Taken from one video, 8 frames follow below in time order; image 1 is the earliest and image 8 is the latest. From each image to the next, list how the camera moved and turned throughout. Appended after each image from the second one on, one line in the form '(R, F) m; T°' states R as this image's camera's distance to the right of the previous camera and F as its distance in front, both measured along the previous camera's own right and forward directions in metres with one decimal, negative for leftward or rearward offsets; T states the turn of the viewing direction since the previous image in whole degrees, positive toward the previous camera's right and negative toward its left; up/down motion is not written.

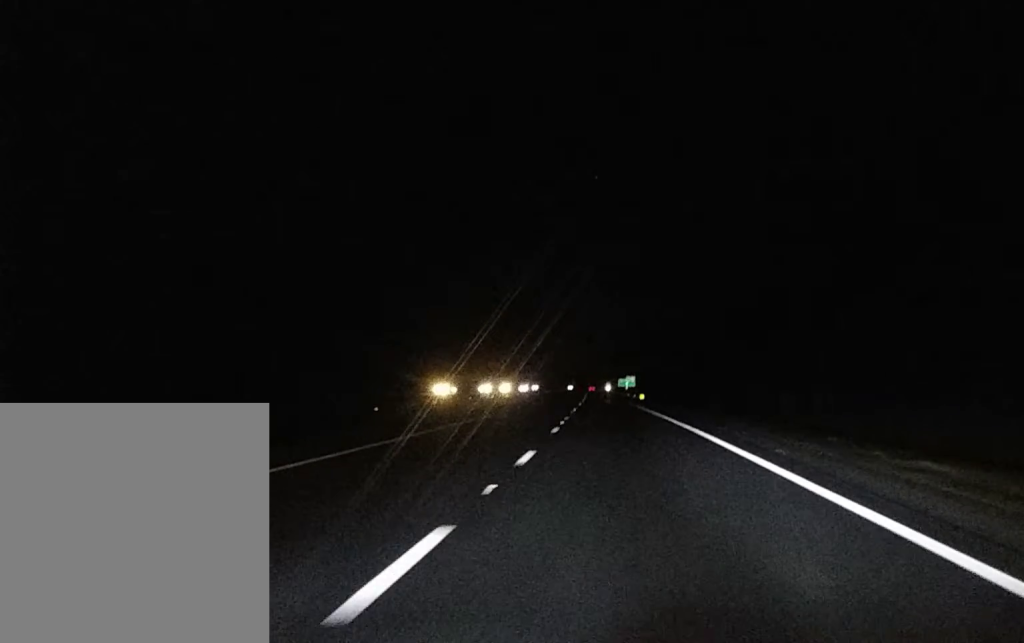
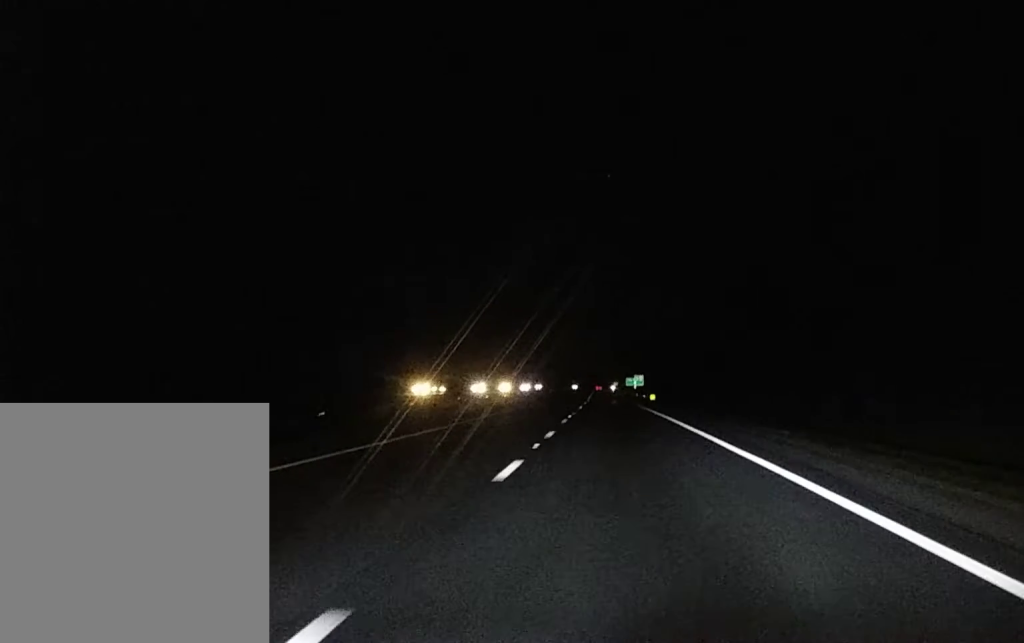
(-0.1, +13.3) m; 0°
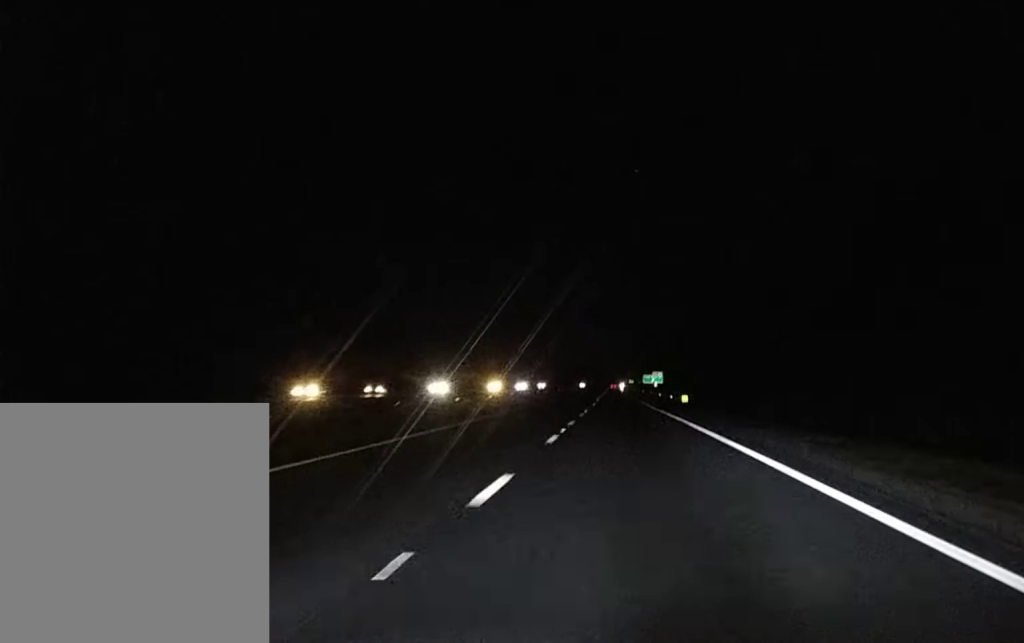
(-0.1, +34.6) m; 0°
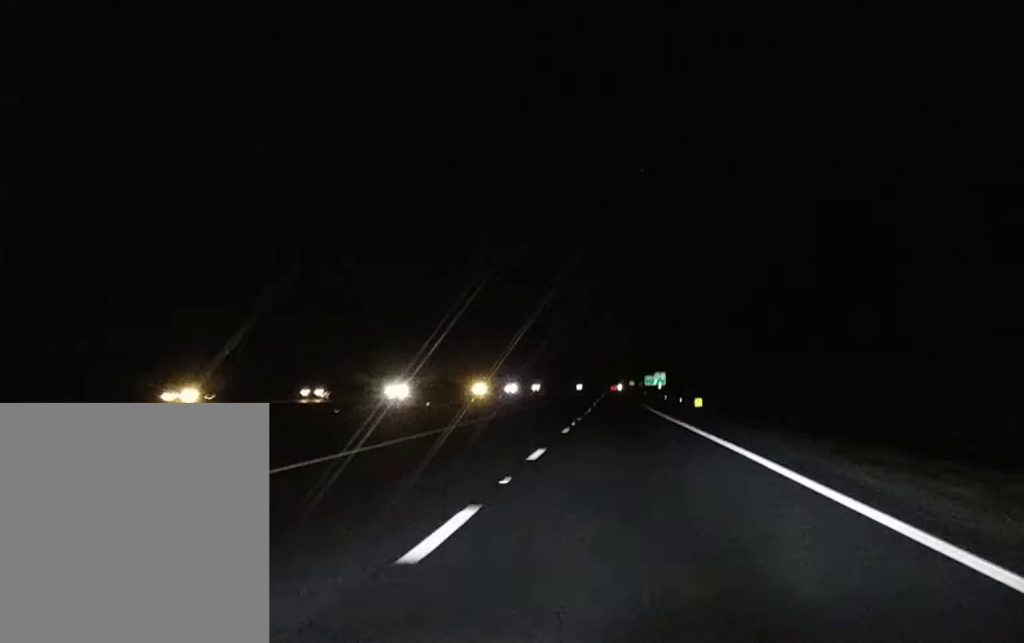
(0.0, +15.2) m; 0°
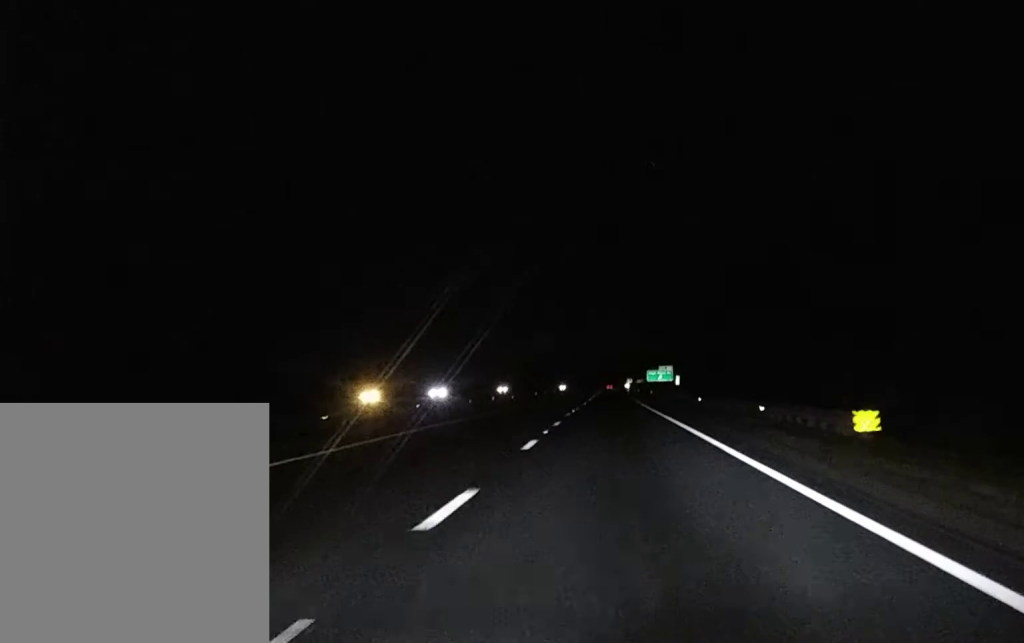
(+0.3, +60.0) m; 0°
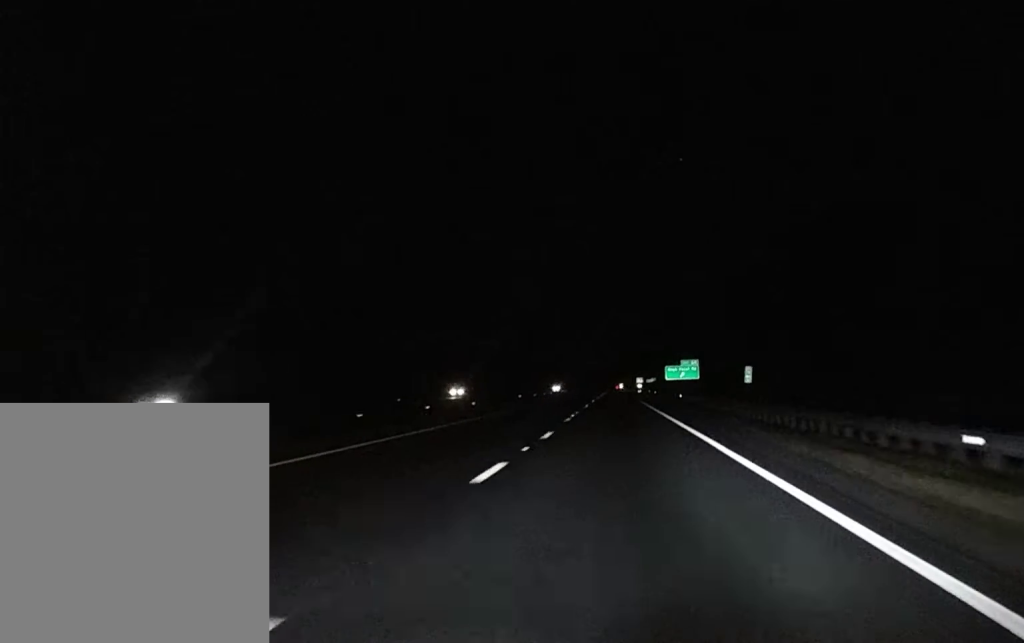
(-0.1, +60.7) m; 0°
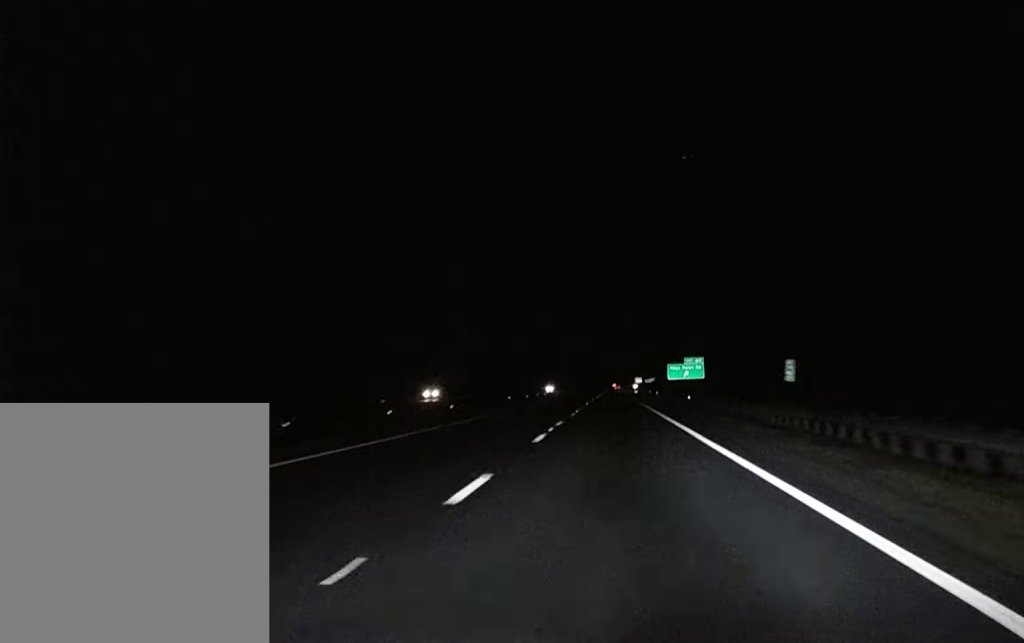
(0.0, +15.4) m; 0°
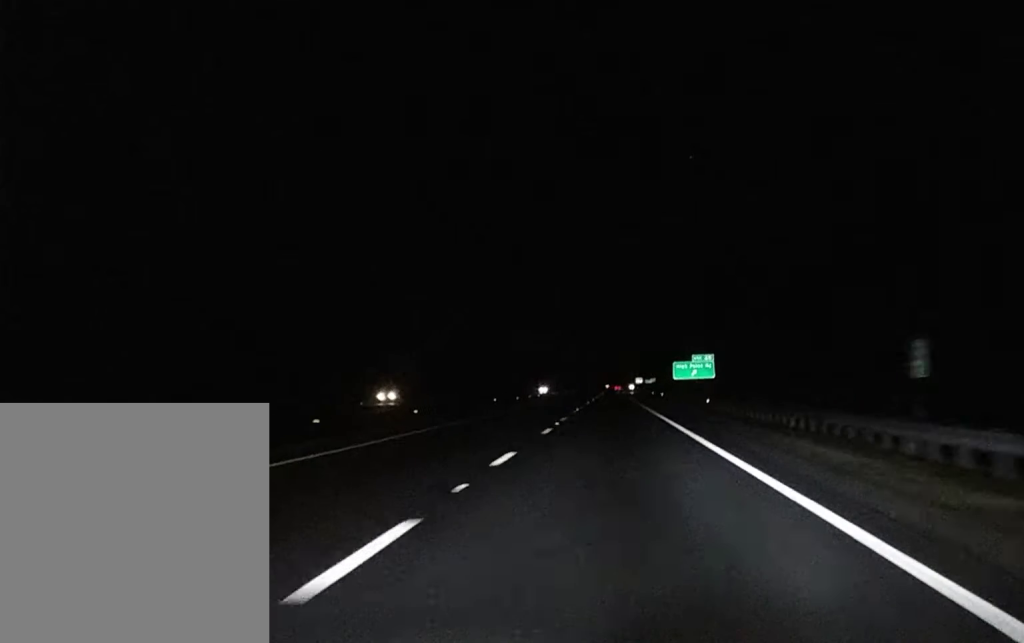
(0.0, +15.9) m; 0°
